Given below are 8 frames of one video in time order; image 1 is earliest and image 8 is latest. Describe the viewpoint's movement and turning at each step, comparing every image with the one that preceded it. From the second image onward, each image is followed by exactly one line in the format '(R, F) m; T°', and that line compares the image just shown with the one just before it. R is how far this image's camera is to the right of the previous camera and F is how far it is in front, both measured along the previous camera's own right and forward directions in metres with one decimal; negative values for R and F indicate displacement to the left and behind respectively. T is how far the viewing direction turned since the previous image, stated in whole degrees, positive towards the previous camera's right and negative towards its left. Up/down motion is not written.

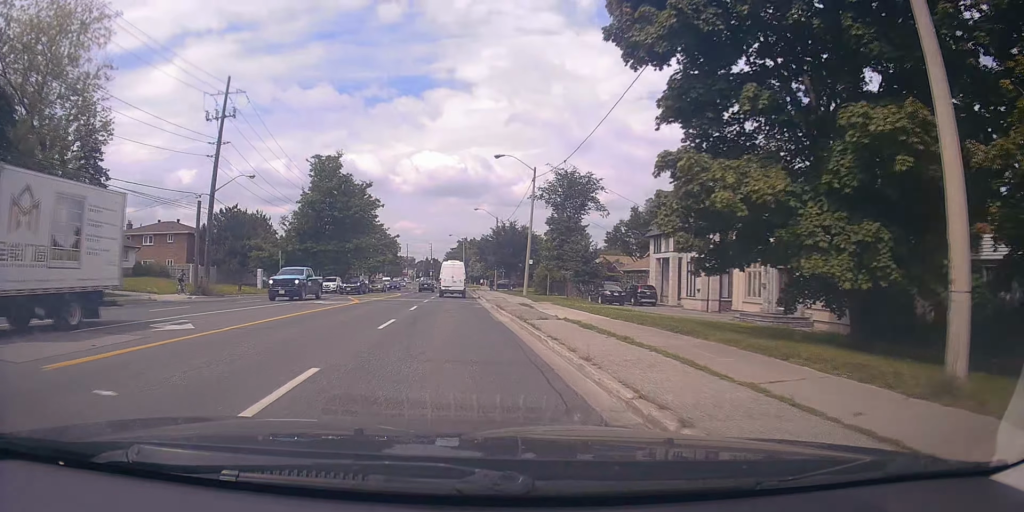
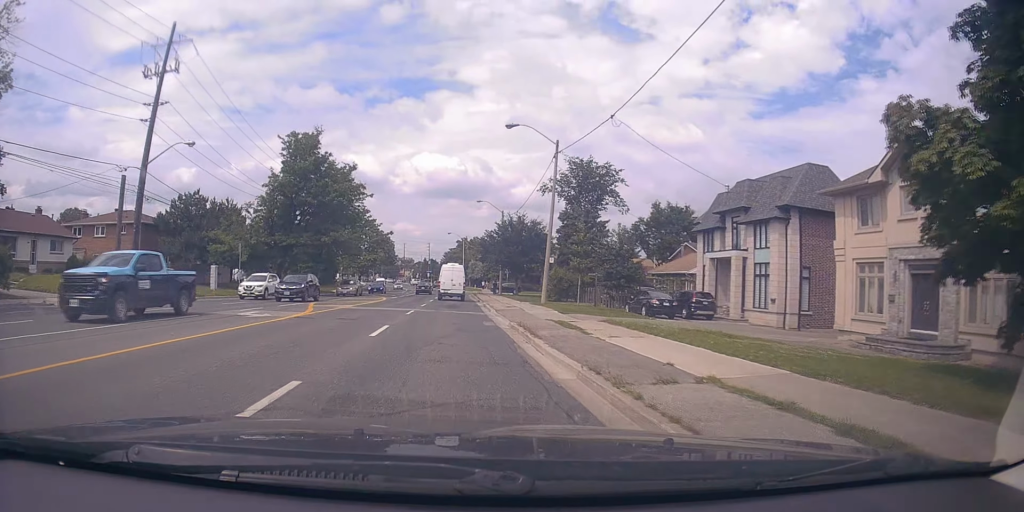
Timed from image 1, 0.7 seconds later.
(-0.6, +10.1) m; -2°
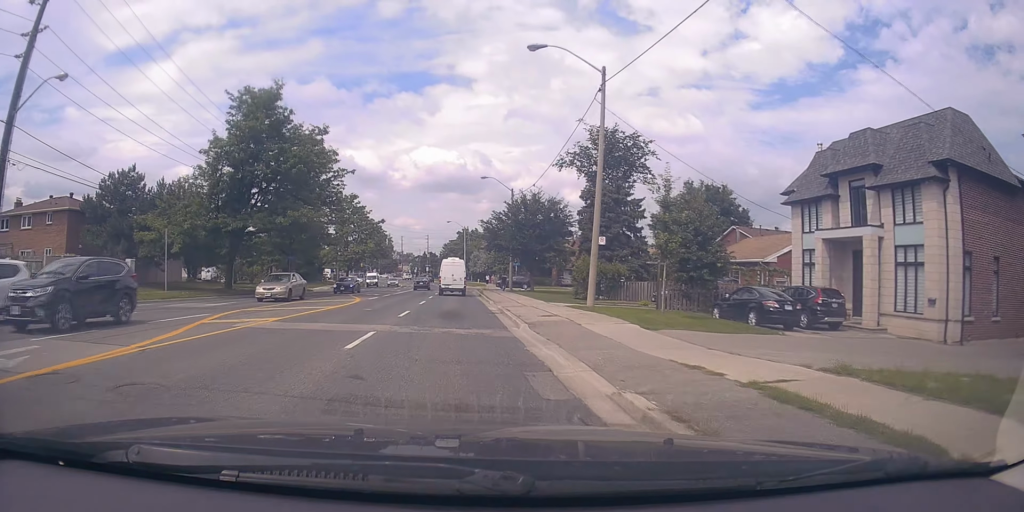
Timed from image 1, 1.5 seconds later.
(-0.1, +12.0) m; 0°
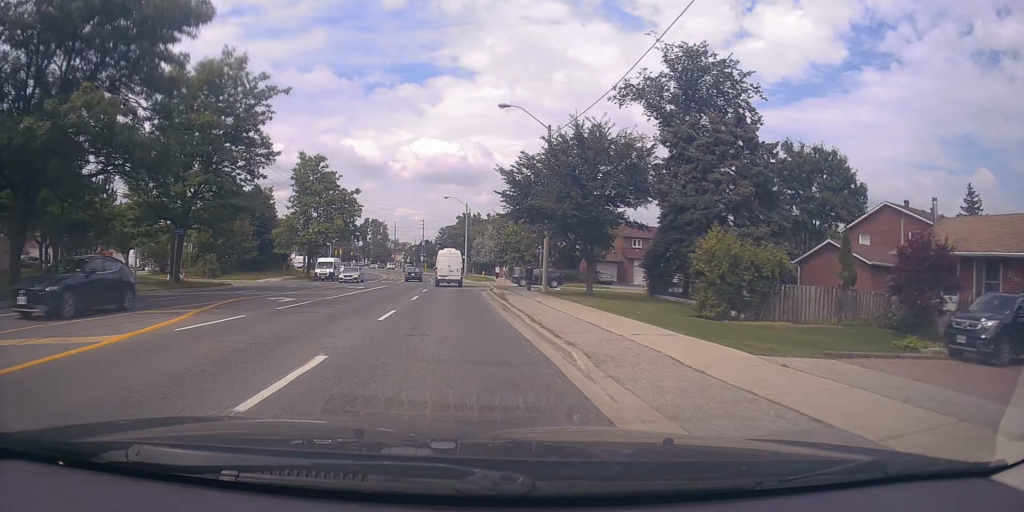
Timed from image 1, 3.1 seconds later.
(+0.2, +22.7) m; +1°
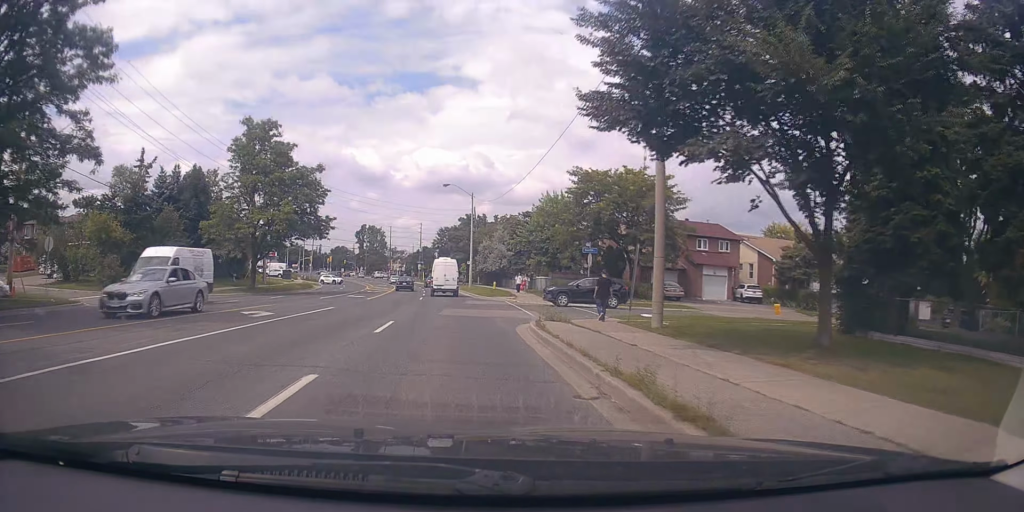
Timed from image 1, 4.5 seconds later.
(+0.3, +19.2) m; +1°
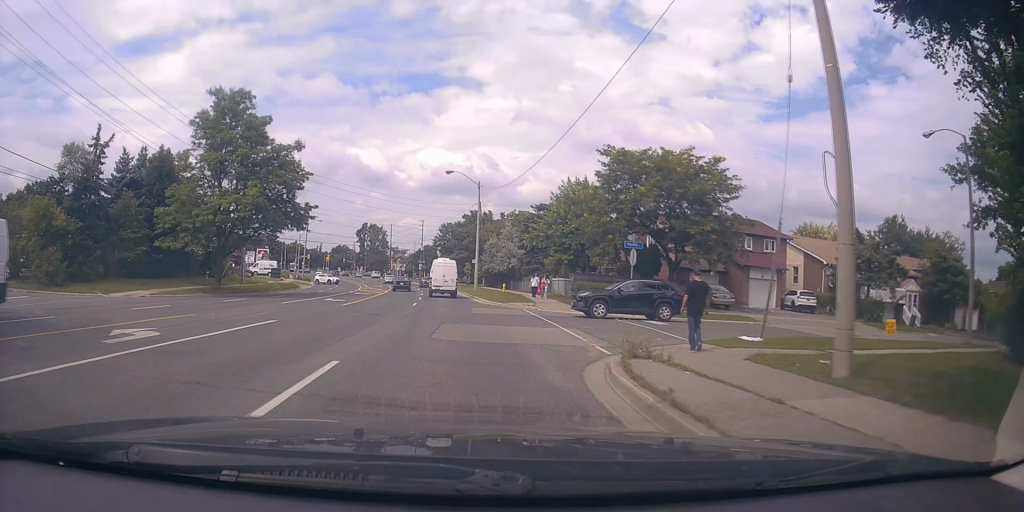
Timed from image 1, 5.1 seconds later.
(+0.1, +8.0) m; 0°
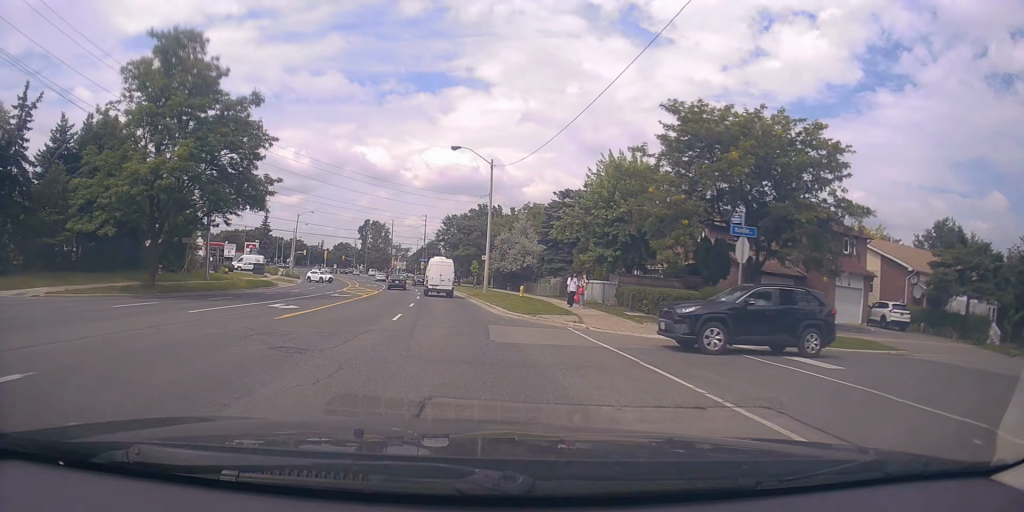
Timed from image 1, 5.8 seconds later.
(-0.1, +10.2) m; -2°
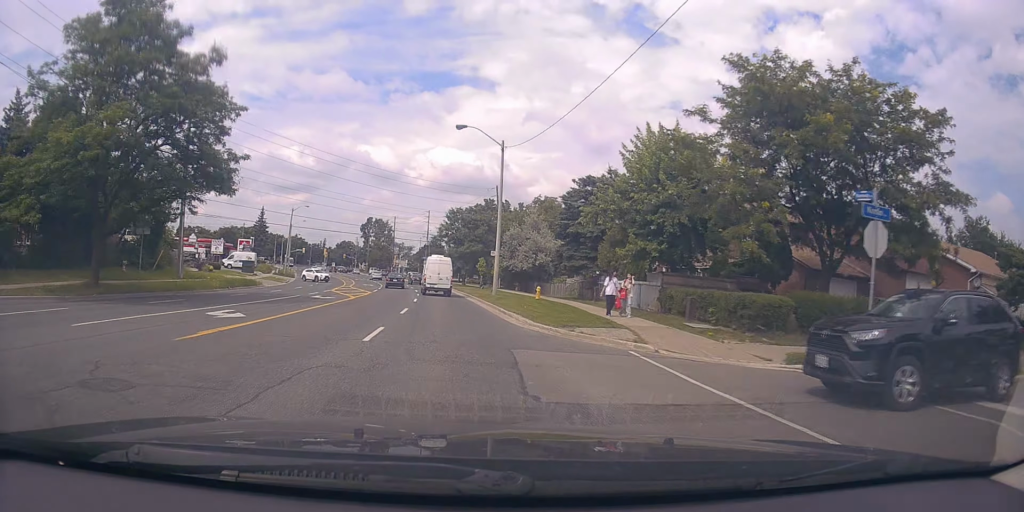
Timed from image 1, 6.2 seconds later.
(-0.1, +6.0) m; -1°
